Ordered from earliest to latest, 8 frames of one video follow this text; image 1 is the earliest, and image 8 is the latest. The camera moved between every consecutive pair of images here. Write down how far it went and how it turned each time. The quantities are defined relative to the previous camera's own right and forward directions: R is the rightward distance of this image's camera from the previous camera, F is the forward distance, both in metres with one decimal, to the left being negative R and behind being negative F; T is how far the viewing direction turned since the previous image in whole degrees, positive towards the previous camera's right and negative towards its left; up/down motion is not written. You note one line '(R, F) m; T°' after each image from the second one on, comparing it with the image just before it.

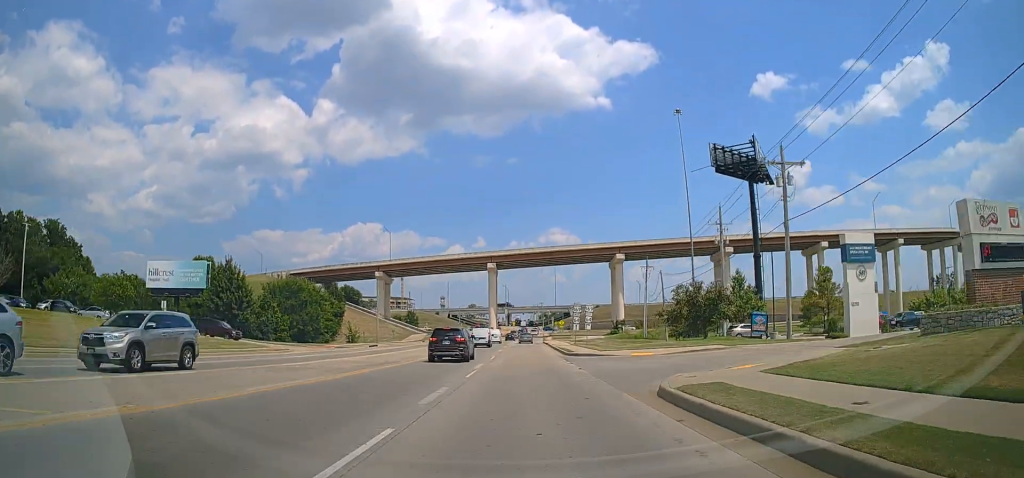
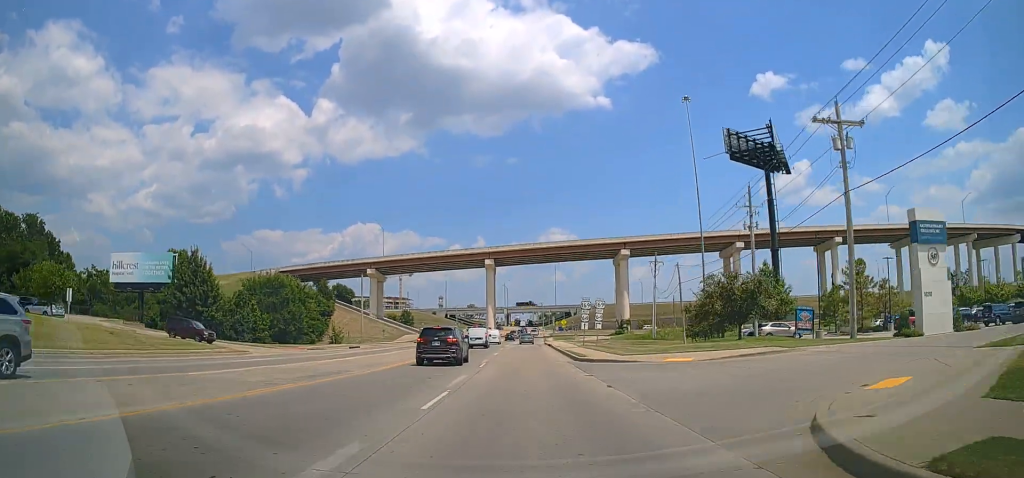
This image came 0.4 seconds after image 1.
(+0.1, +7.7) m; 0°
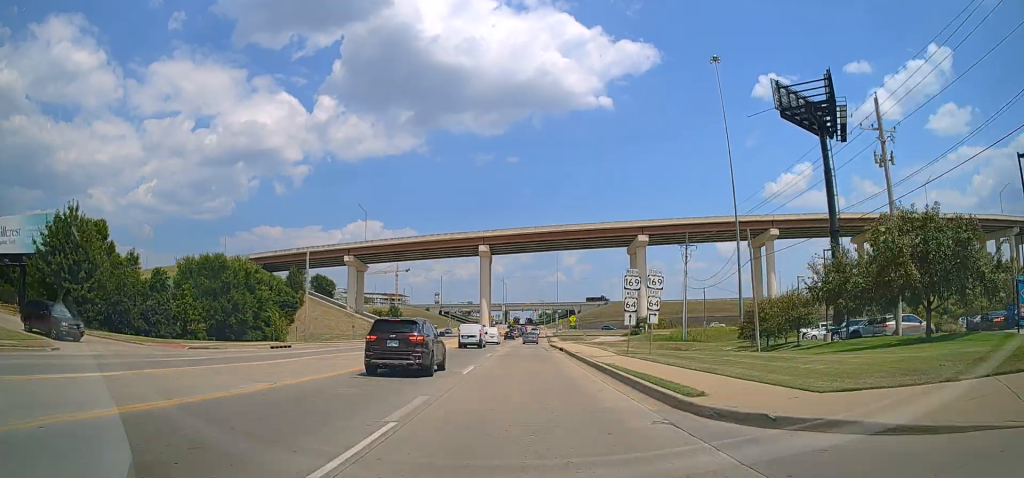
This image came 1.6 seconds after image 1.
(-0.4, +19.6) m; -1°
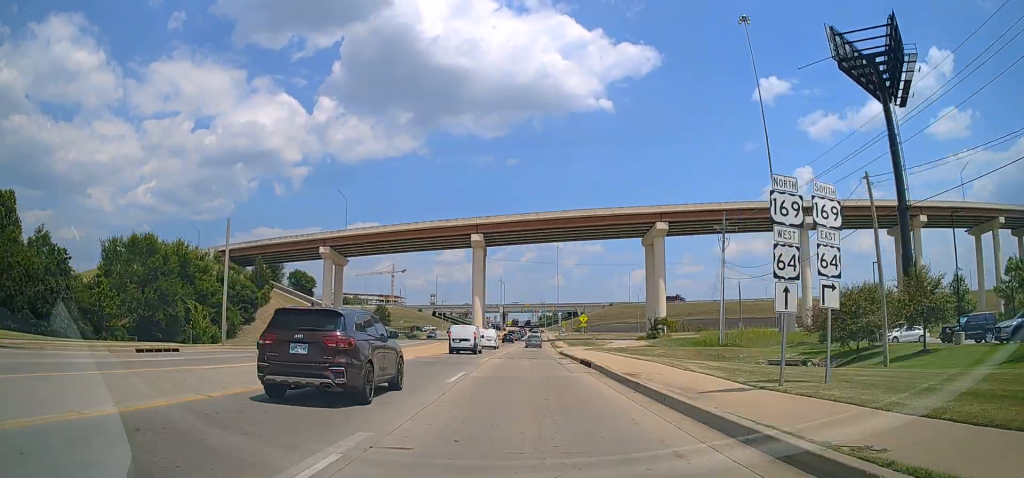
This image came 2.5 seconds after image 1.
(0.0, +16.0) m; 0°
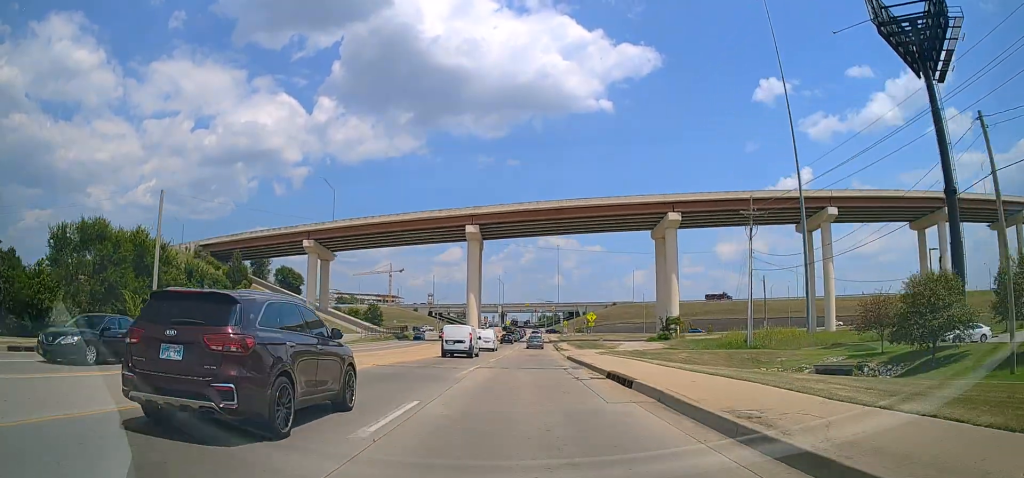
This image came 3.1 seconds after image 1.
(0.0, +8.5) m; 0°
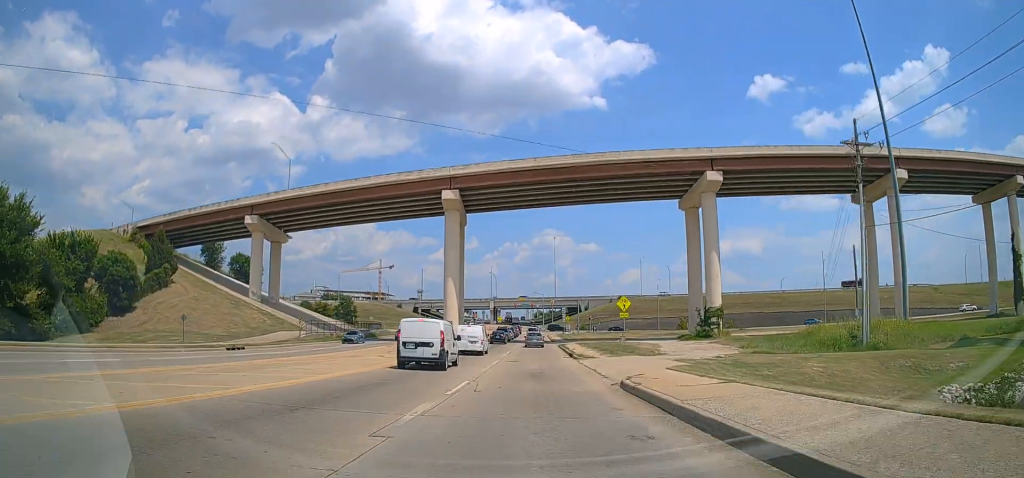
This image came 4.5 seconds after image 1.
(+0.2, +21.5) m; 0°
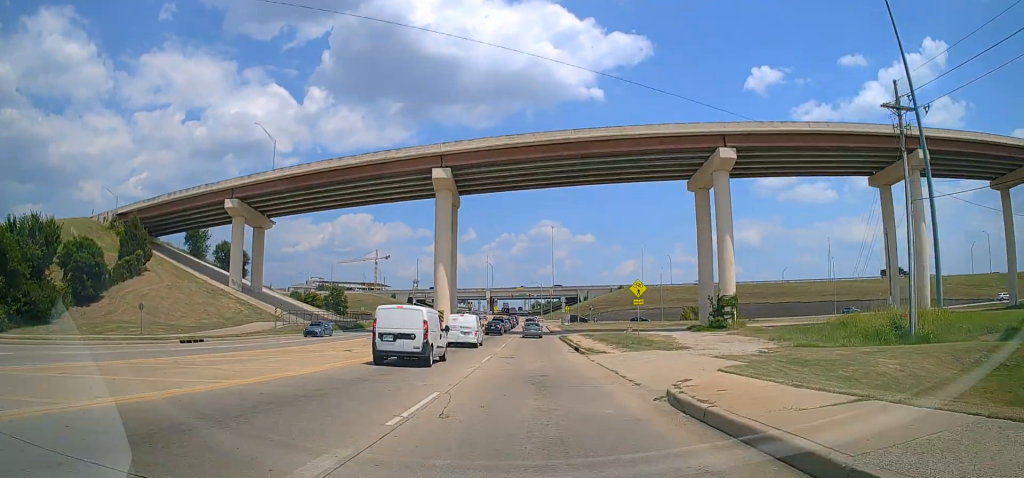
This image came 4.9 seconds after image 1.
(-0.1, +5.5) m; 0°
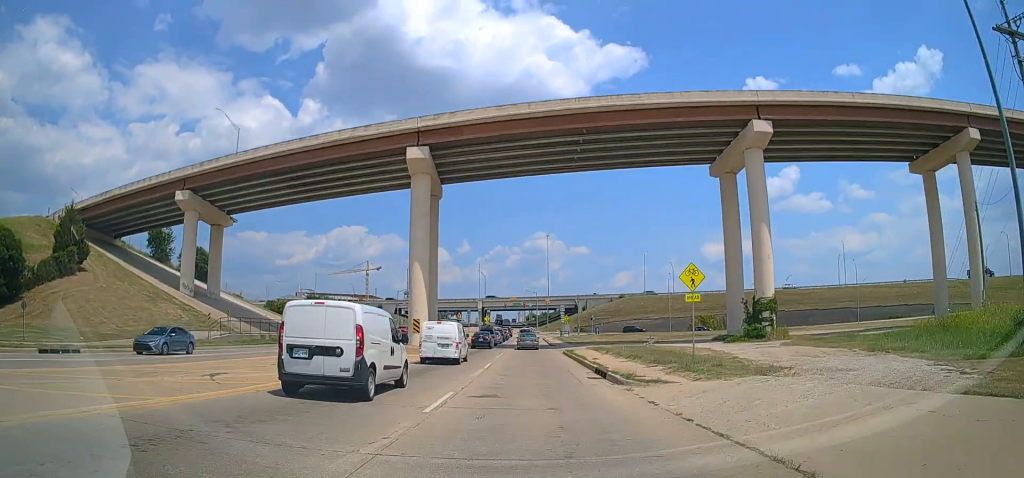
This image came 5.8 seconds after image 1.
(0.0, +11.7) m; +1°
